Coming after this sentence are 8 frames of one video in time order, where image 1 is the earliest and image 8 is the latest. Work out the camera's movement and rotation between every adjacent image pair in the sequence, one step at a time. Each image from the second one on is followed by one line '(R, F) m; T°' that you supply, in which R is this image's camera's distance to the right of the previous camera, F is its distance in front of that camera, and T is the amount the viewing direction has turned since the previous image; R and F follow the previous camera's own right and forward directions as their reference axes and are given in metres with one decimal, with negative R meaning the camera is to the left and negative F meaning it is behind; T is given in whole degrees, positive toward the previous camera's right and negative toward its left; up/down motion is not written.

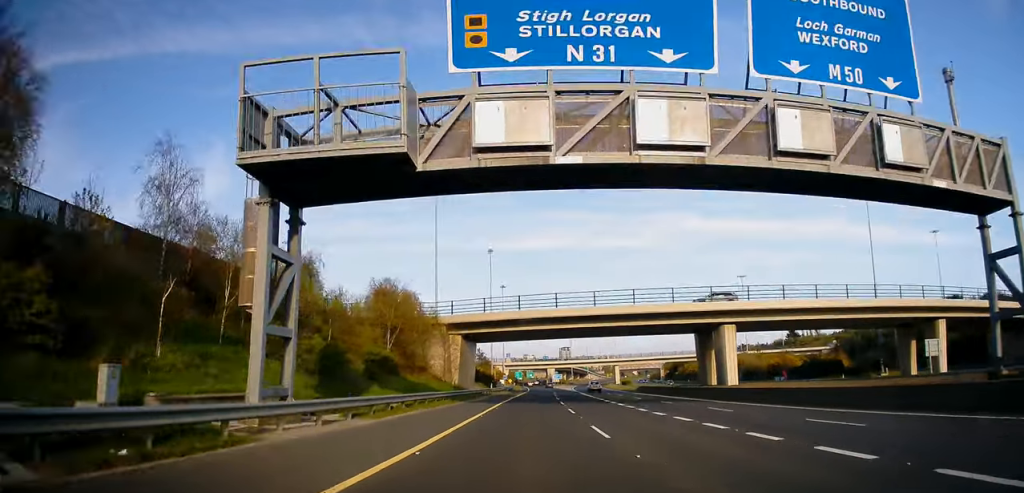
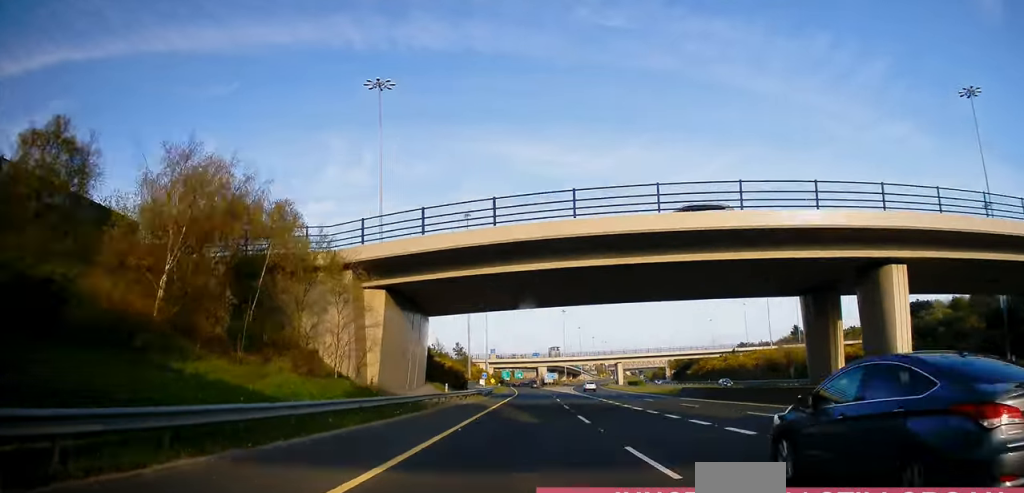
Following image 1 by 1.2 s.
(+0.5, +29.4) m; 0°
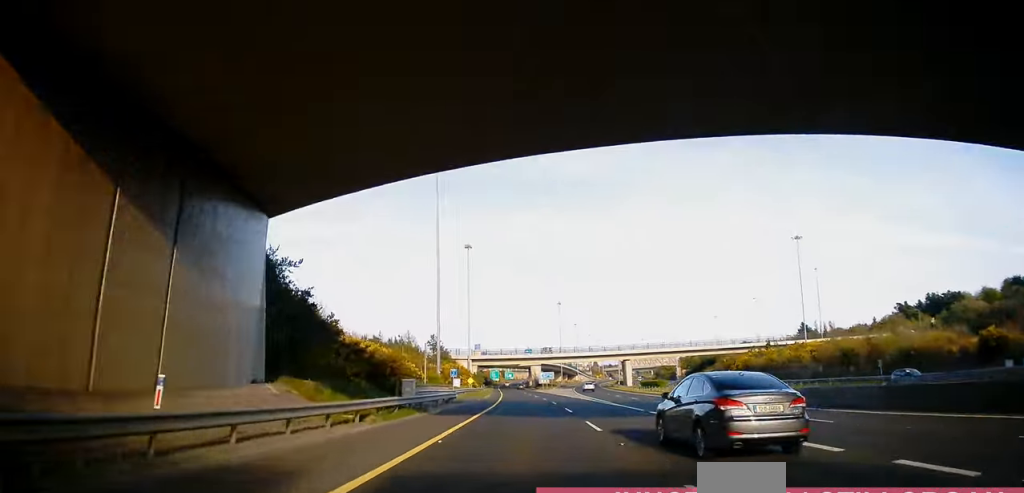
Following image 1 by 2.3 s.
(-0.5, +28.3) m; 0°
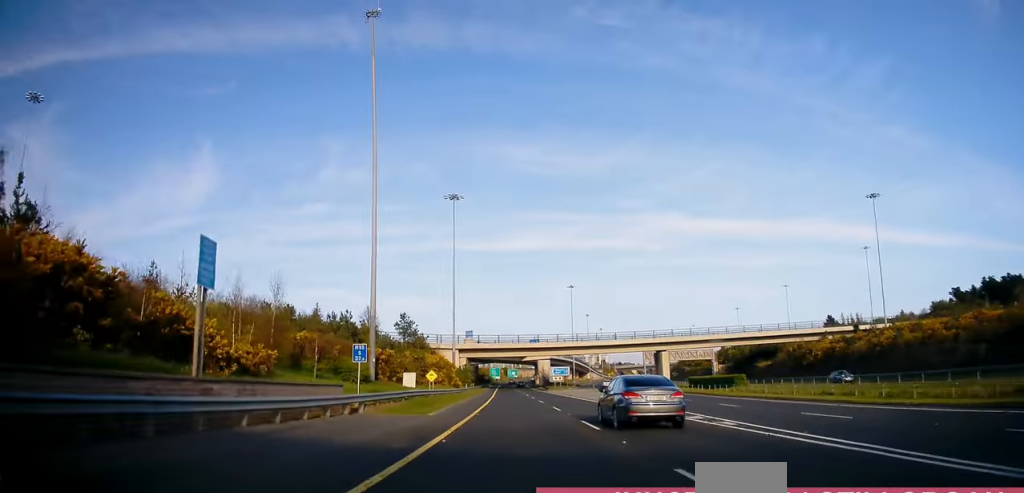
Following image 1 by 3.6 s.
(+0.3, +34.3) m; 0°
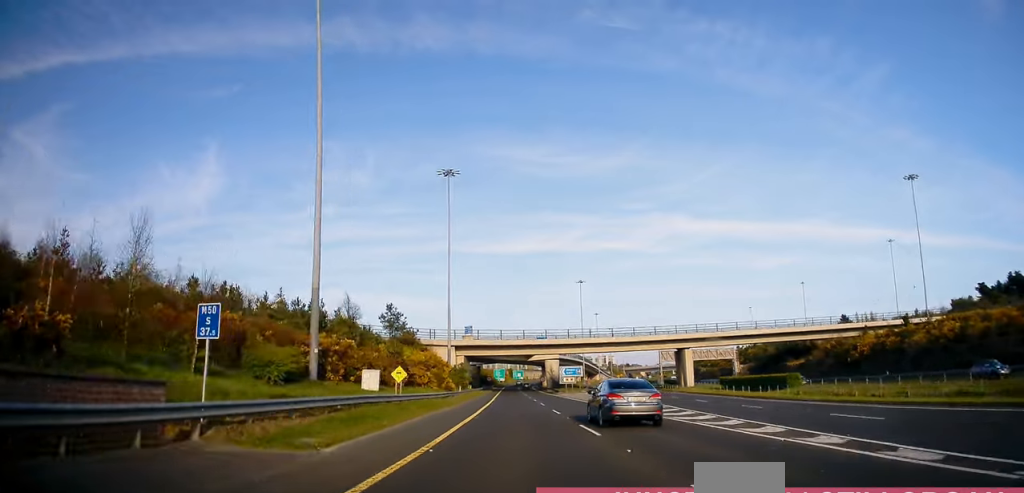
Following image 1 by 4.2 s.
(-0.2, +13.0) m; -1°
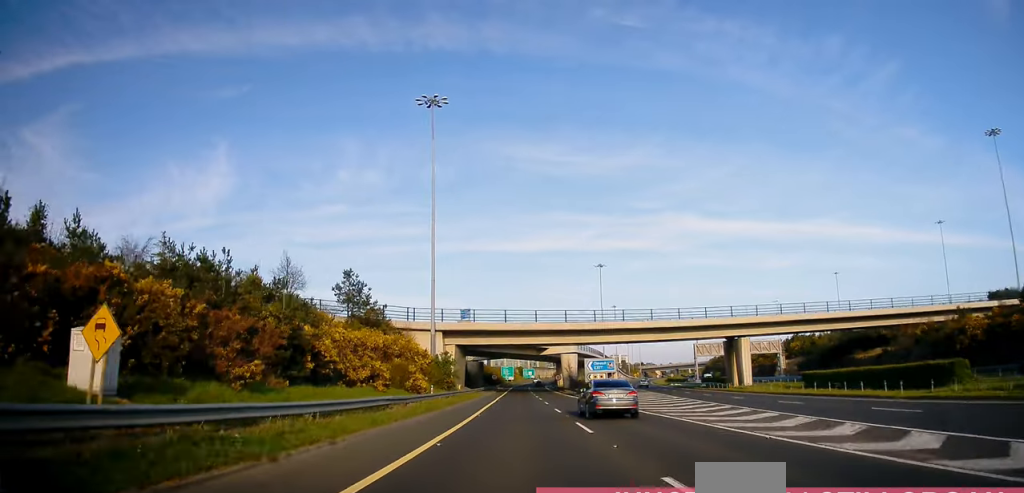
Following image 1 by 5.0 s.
(0.0, +22.0) m; 0°
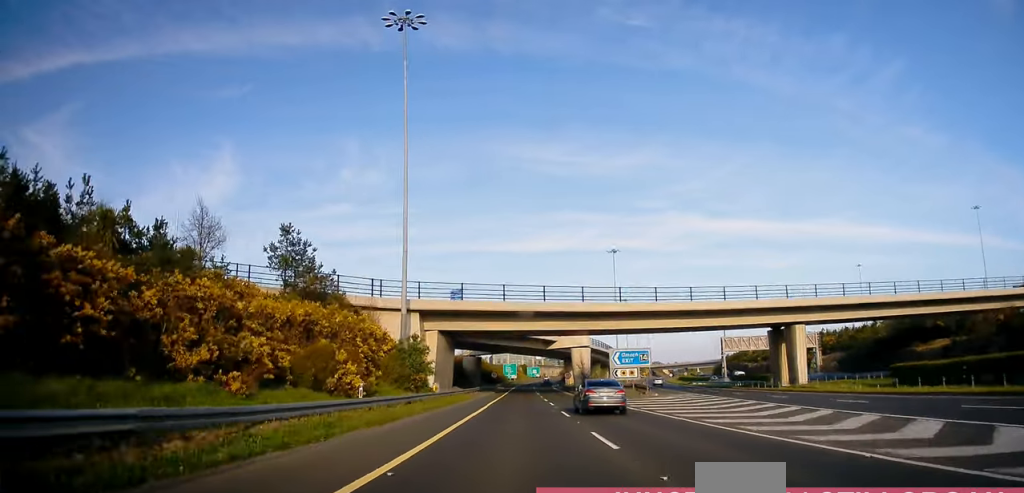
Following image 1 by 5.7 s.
(0.0, +15.9) m; -1°
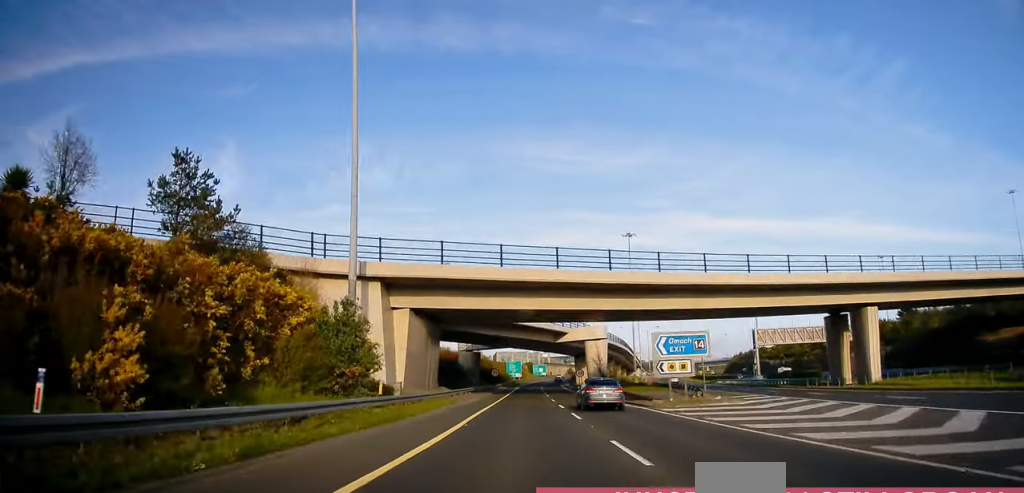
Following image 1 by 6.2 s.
(+0.1, +13.9) m; -1°
